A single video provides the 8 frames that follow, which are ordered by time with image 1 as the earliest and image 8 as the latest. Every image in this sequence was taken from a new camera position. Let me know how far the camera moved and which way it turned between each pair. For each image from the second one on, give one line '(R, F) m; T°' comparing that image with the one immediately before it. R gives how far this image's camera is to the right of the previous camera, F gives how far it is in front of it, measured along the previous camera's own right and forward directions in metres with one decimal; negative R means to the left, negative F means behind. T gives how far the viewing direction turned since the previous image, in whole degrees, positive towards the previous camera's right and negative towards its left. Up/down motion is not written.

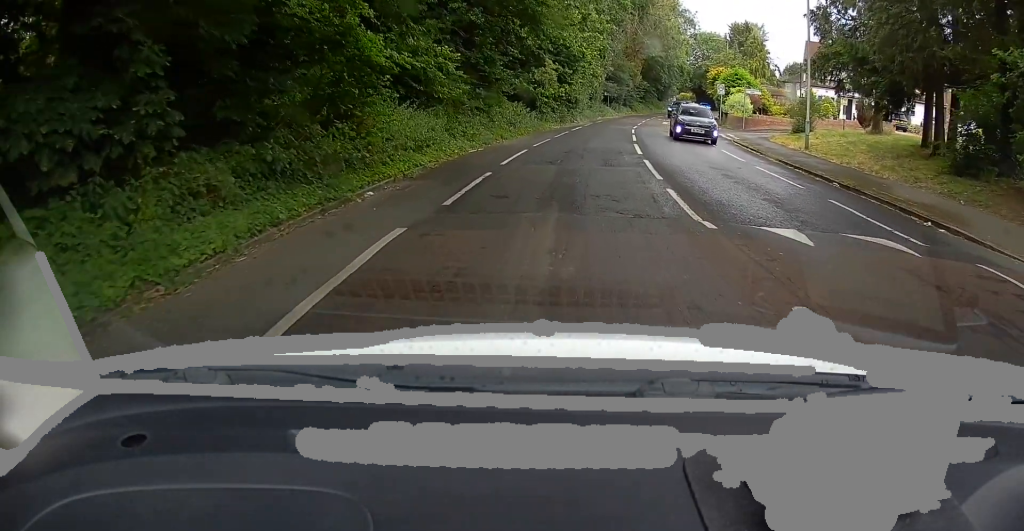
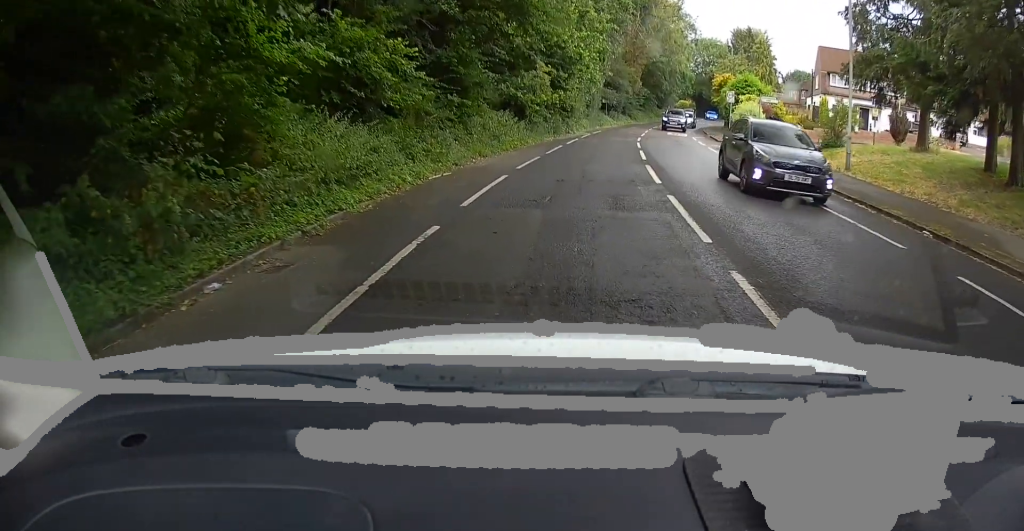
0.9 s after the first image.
(+0.2, +4.6) m; +5°
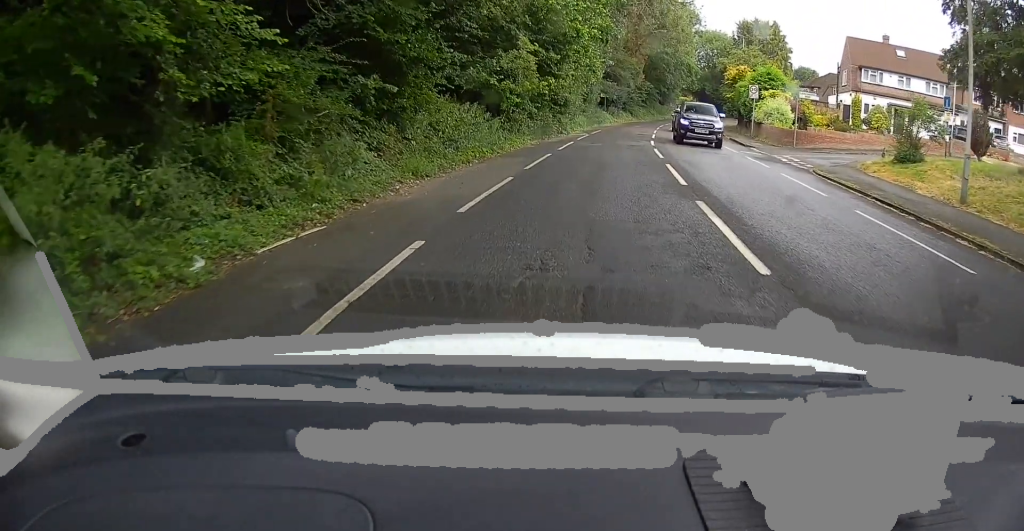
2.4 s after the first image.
(+0.3, +7.6) m; -3°
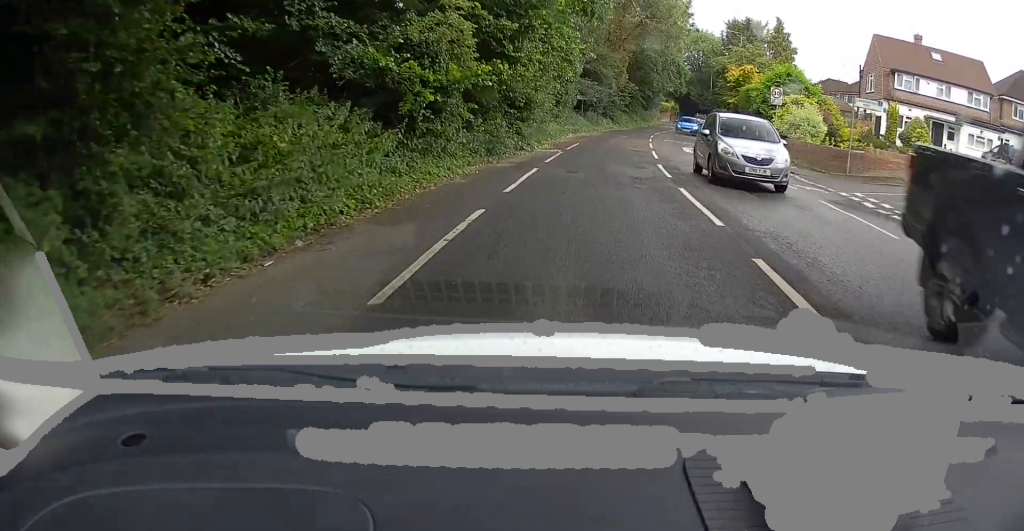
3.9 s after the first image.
(-0.8, +9.2) m; -3°
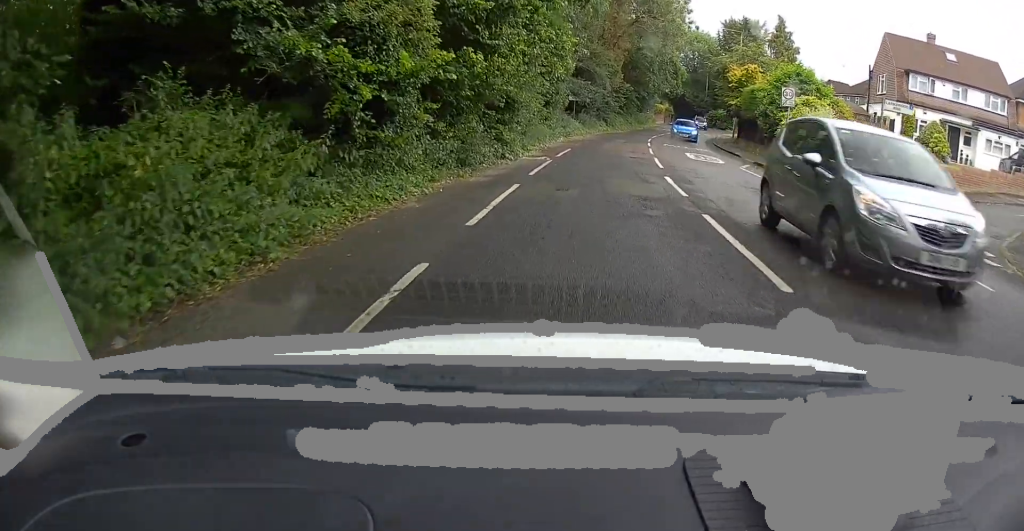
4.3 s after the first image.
(0.0, +3.2) m; +3°
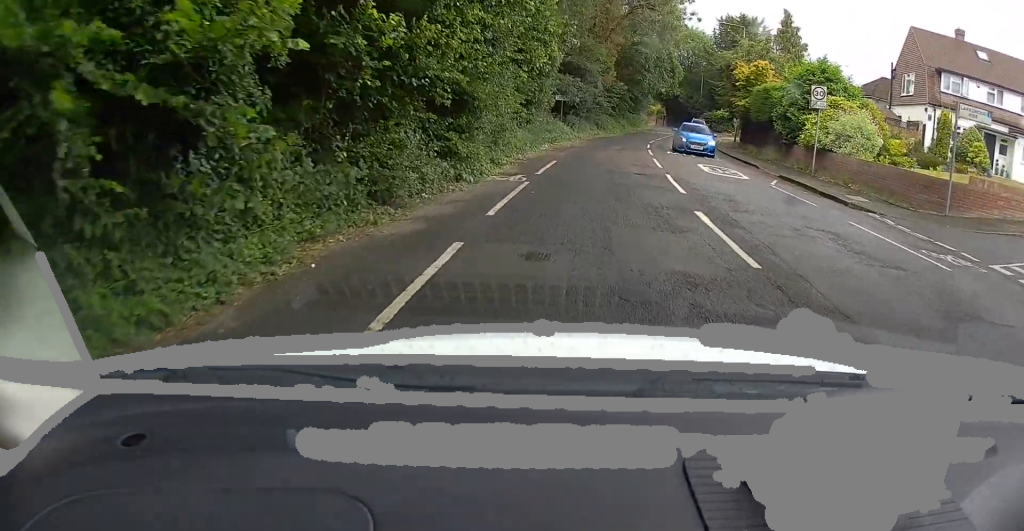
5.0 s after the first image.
(+0.3, +5.1) m; +4°
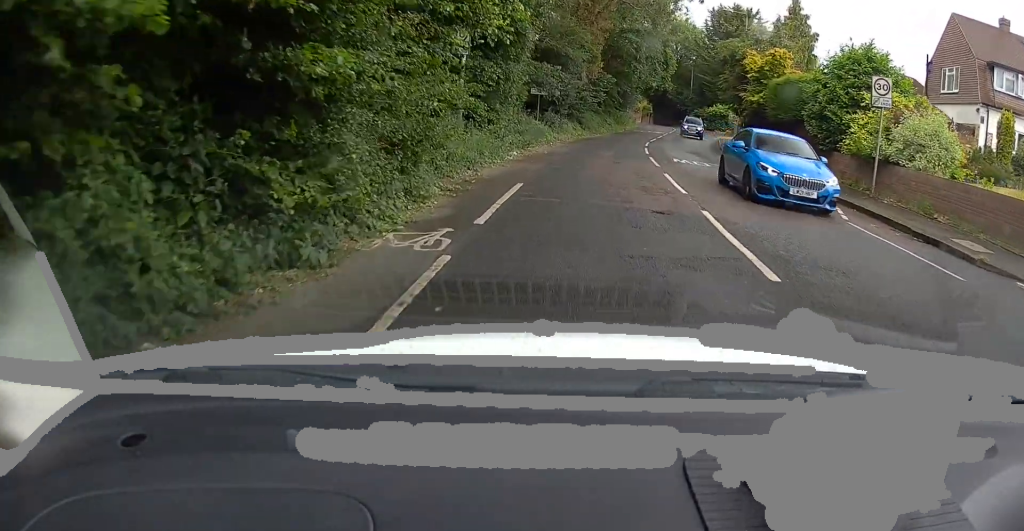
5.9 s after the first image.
(+0.3, +6.4) m; +3°
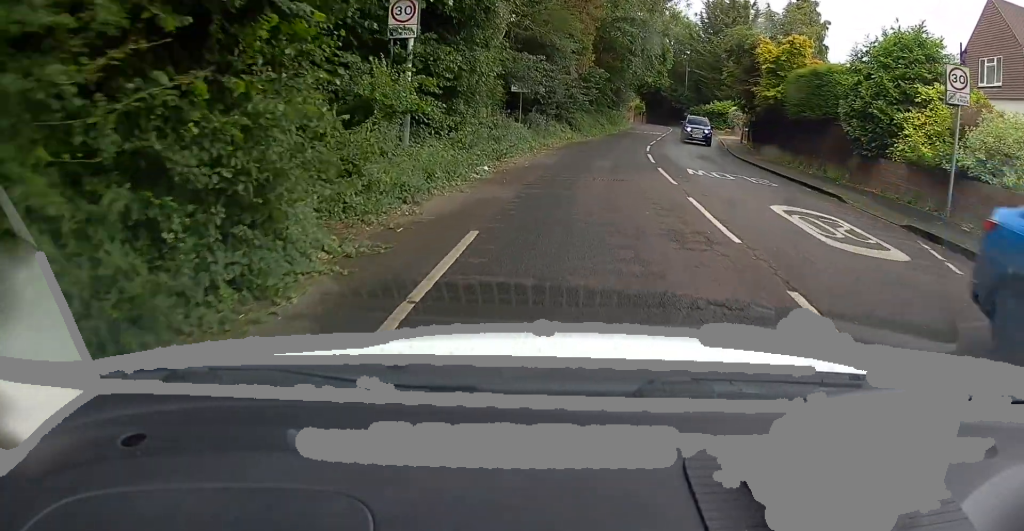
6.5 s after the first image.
(0.0, +4.6) m; +1°
